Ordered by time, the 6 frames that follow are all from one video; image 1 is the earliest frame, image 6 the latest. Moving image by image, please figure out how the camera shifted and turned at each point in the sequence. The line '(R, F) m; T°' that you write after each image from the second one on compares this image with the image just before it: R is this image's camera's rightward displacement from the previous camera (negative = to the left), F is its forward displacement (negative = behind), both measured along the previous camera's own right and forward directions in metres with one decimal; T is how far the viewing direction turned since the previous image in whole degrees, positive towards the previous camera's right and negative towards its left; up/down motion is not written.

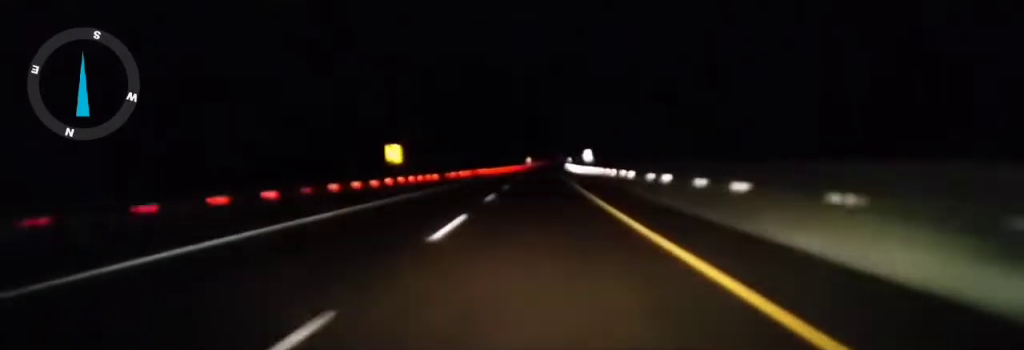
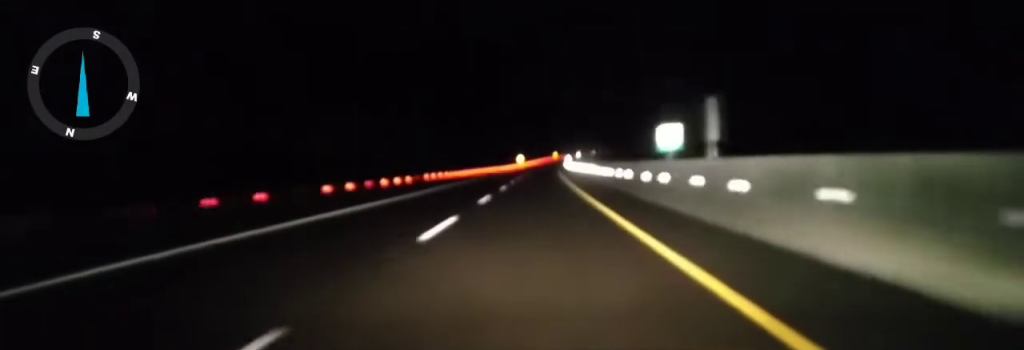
(+1.1, +41.1) m; +1°
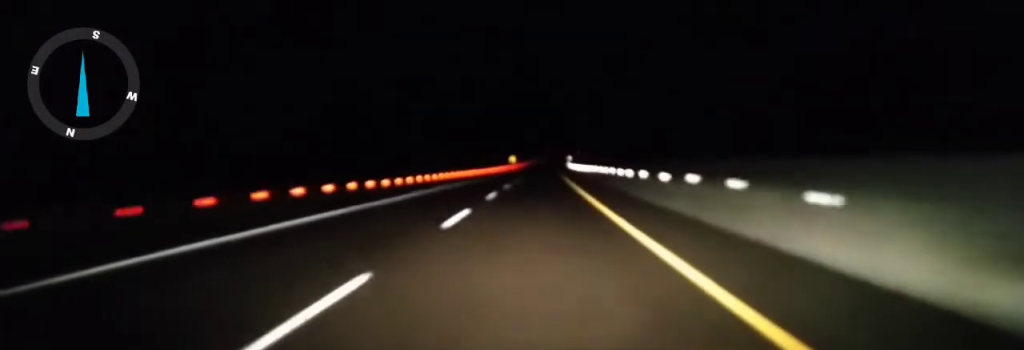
(-0.4, +36.2) m; -1°
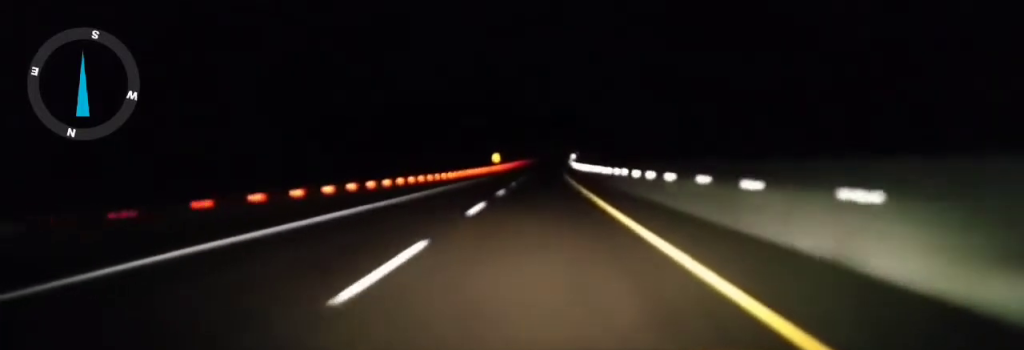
(+0.5, +48.3) m; +1°
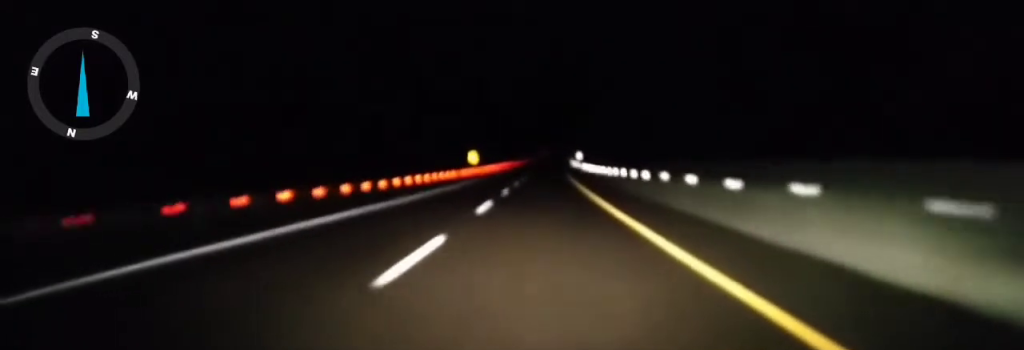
(-0.3, +37.8) m; 0°
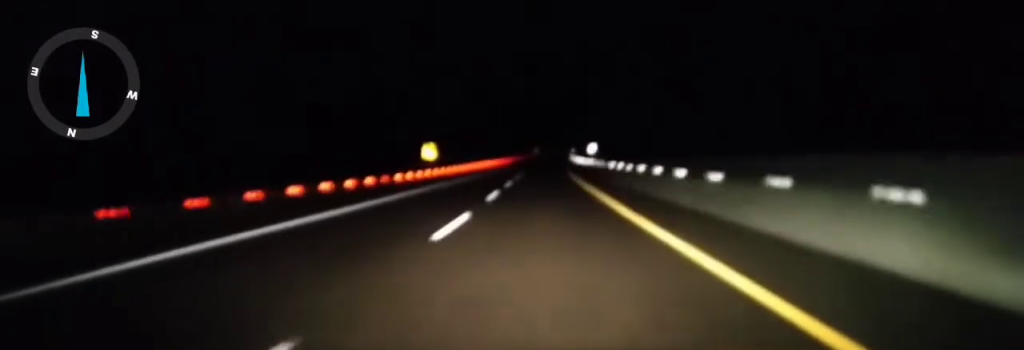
(+0.1, +33.7) m; 0°
